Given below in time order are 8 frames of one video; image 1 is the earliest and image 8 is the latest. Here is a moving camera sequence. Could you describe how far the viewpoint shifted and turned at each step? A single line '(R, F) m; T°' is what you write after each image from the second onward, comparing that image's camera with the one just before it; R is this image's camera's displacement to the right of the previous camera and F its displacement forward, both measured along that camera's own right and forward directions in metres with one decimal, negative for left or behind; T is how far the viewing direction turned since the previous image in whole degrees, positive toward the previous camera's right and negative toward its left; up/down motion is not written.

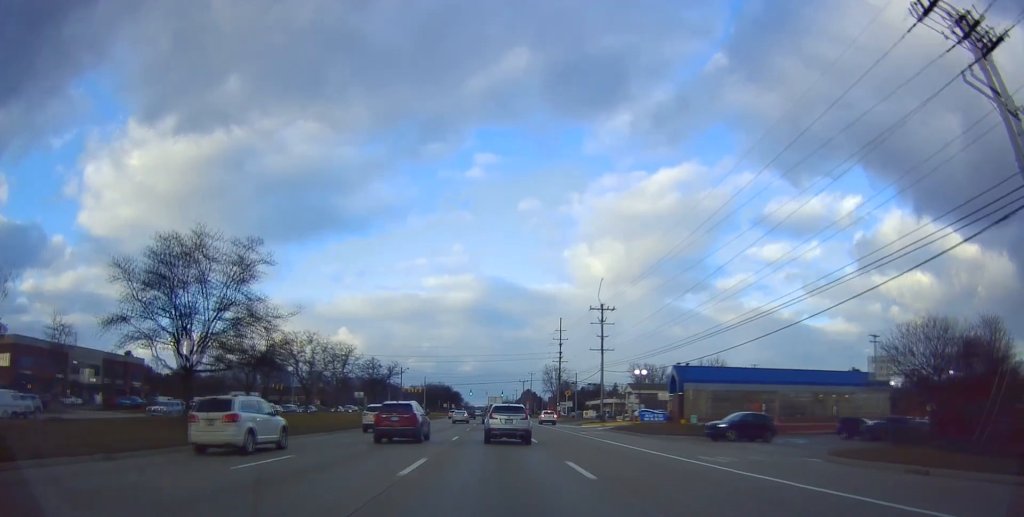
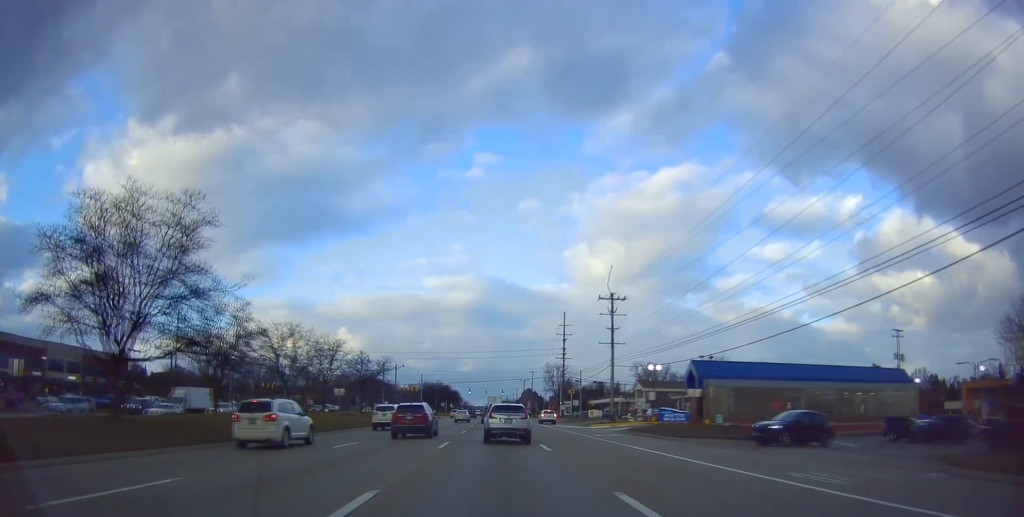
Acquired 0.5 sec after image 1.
(0.0, +6.2) m; +1°
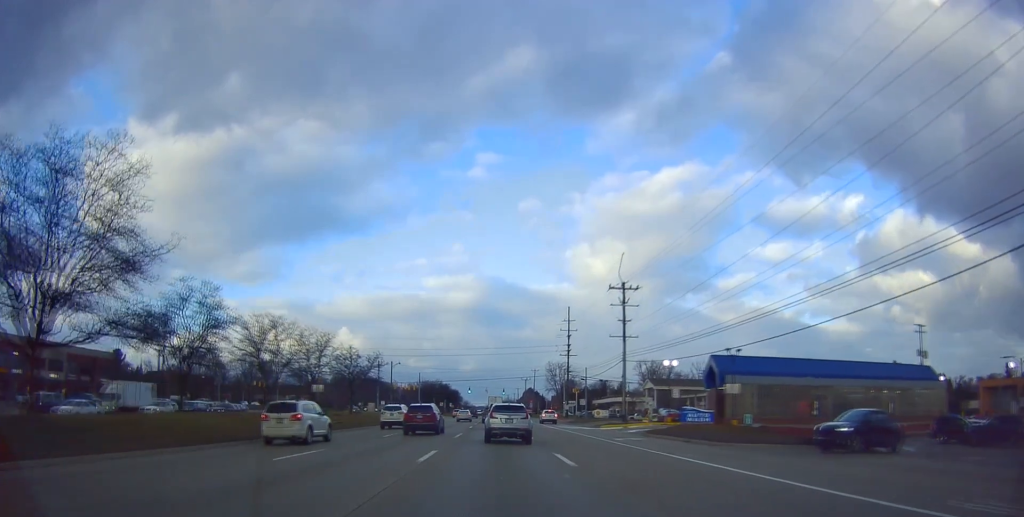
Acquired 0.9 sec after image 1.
(+0.1, +5.5) m; +1°
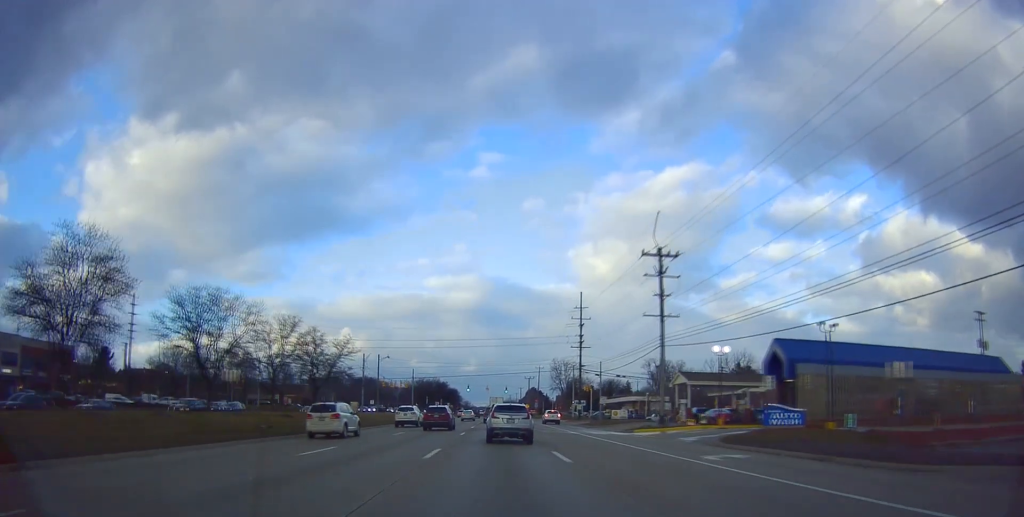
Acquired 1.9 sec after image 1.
(+0.1, +13.1) m; +1°
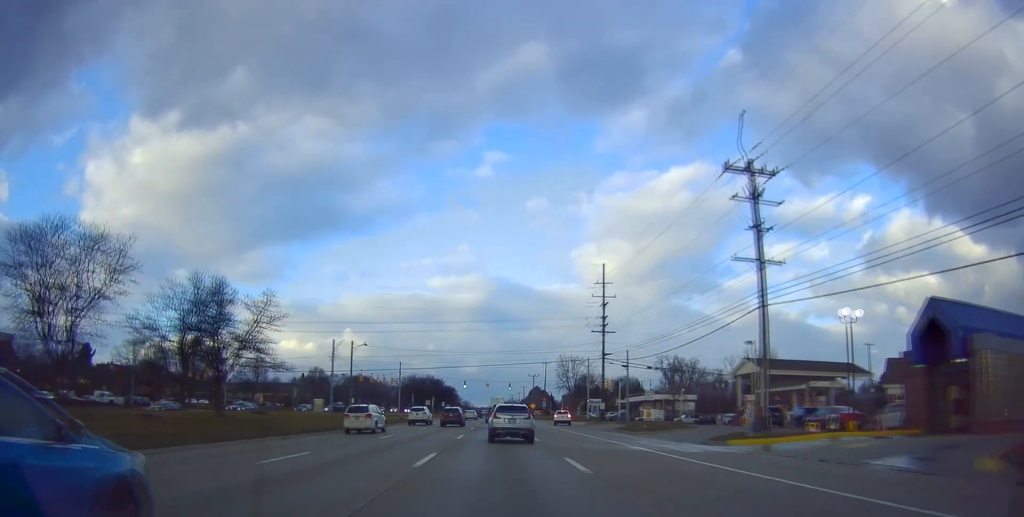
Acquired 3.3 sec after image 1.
(0.0, +18.4) m; 0°
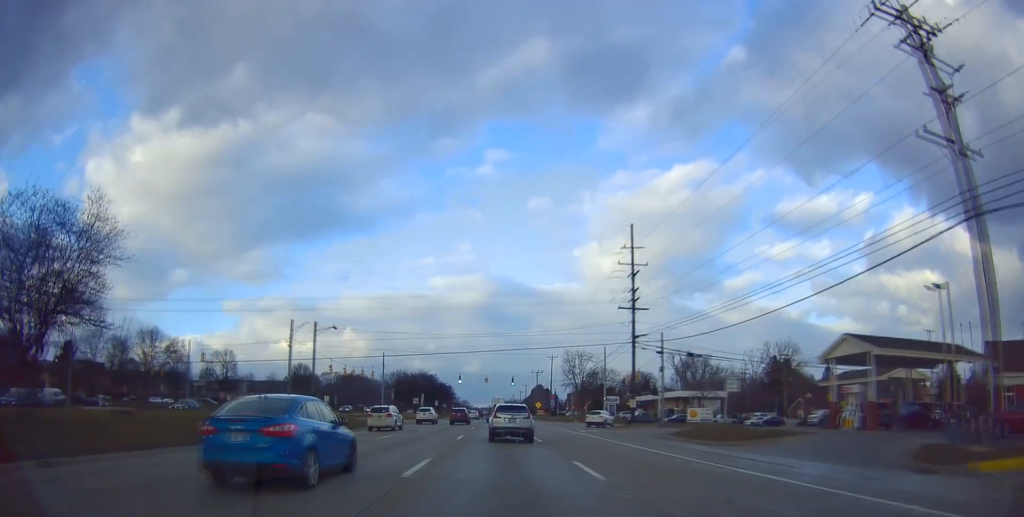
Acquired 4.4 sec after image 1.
(-0.3, +16.3) m; -3°
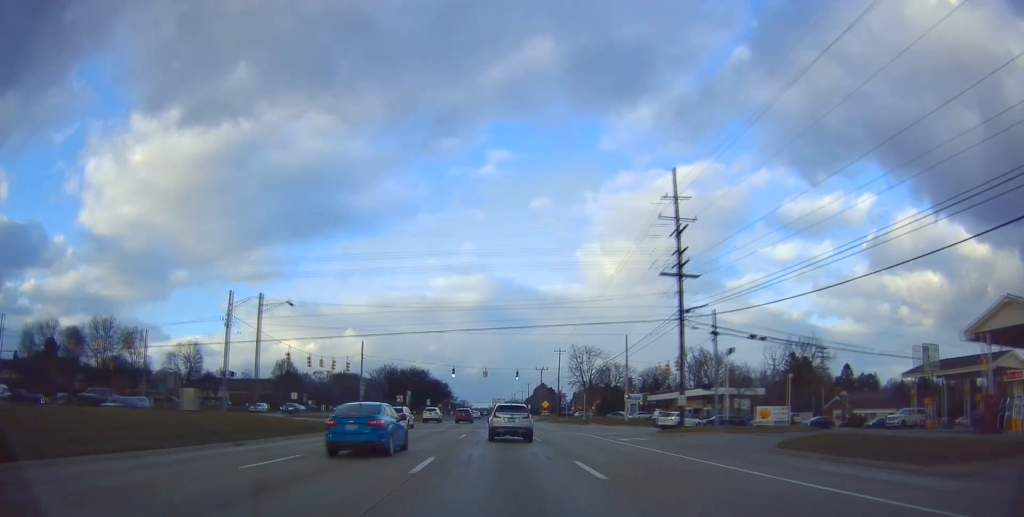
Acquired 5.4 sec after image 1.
(-0.5, +15.2) m; +1°
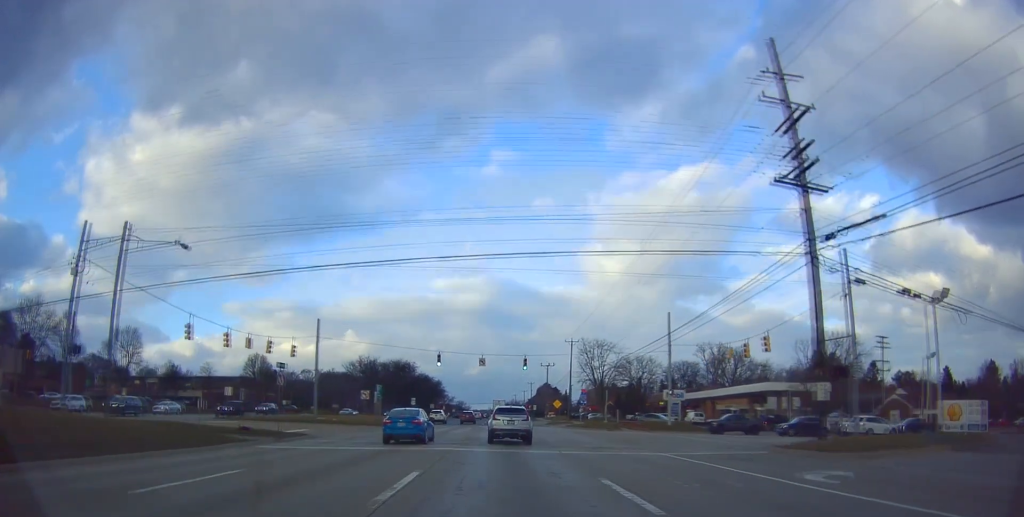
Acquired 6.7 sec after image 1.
(+0.9, +19.6) m; +2°
